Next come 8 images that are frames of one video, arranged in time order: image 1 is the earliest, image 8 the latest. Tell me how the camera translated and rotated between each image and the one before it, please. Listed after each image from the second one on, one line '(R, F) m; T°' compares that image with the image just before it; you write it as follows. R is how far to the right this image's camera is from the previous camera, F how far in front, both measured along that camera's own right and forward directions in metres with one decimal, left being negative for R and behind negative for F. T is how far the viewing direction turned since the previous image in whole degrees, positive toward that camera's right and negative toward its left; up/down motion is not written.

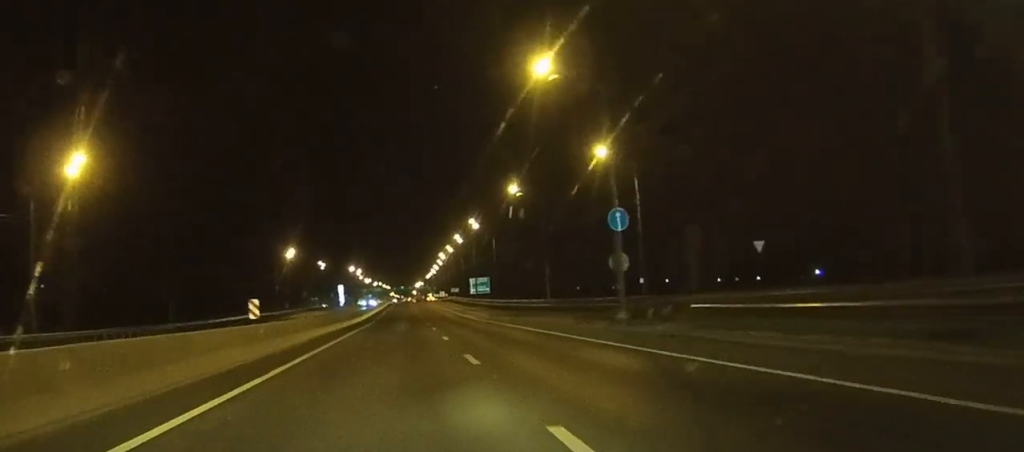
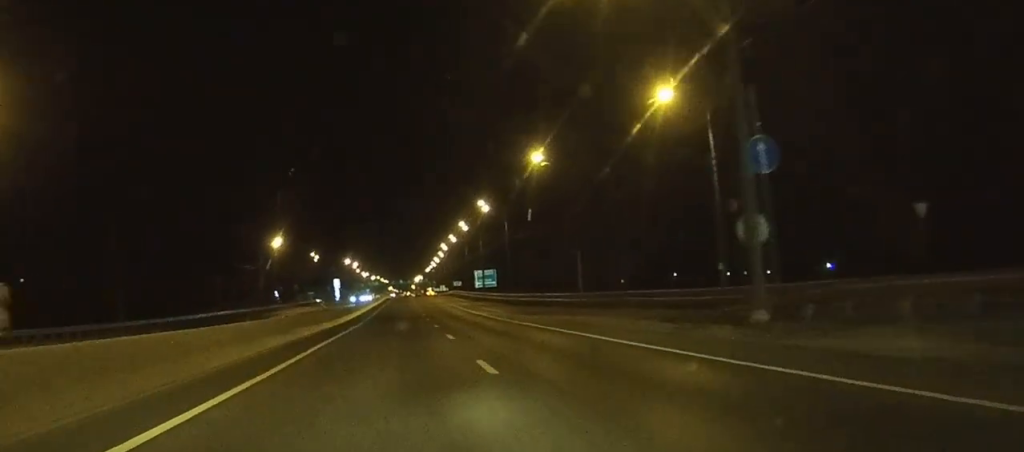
(0.0, +15.0) m; 0°
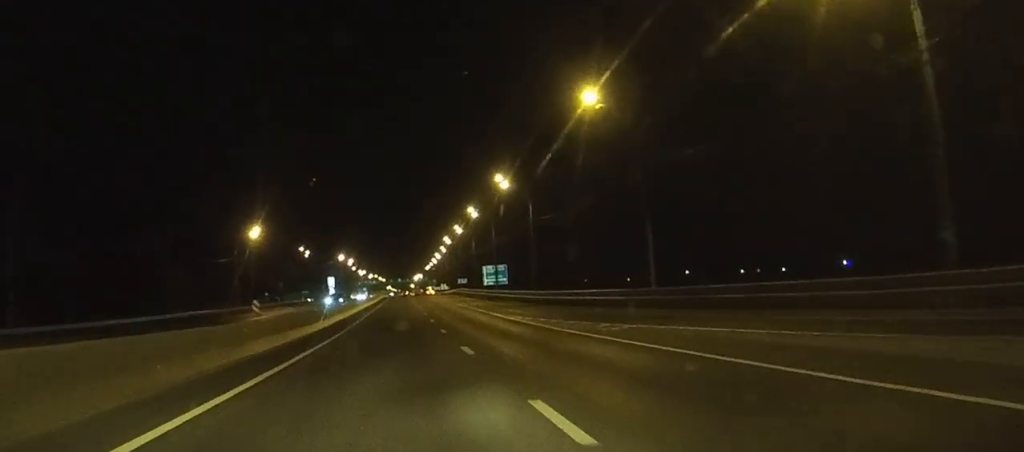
(0.0, +19.7) m; 0°
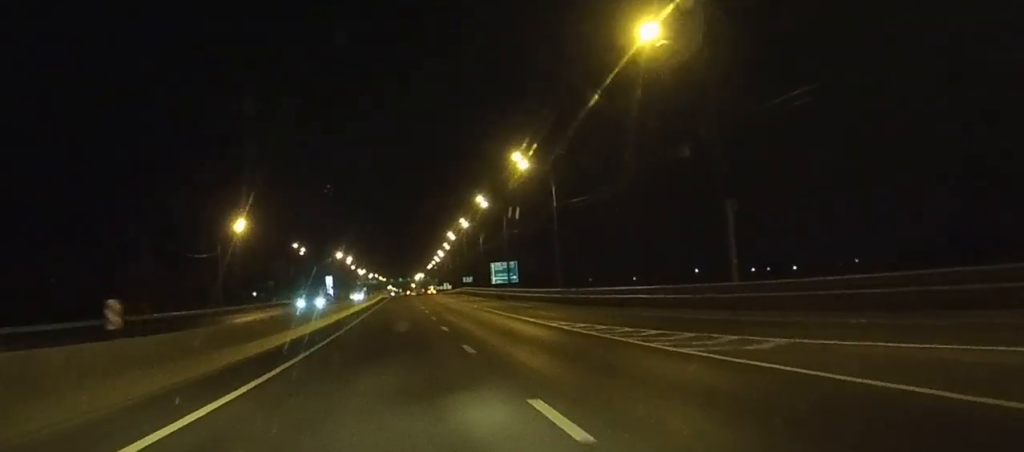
(0.0, +11.8) m; 0°
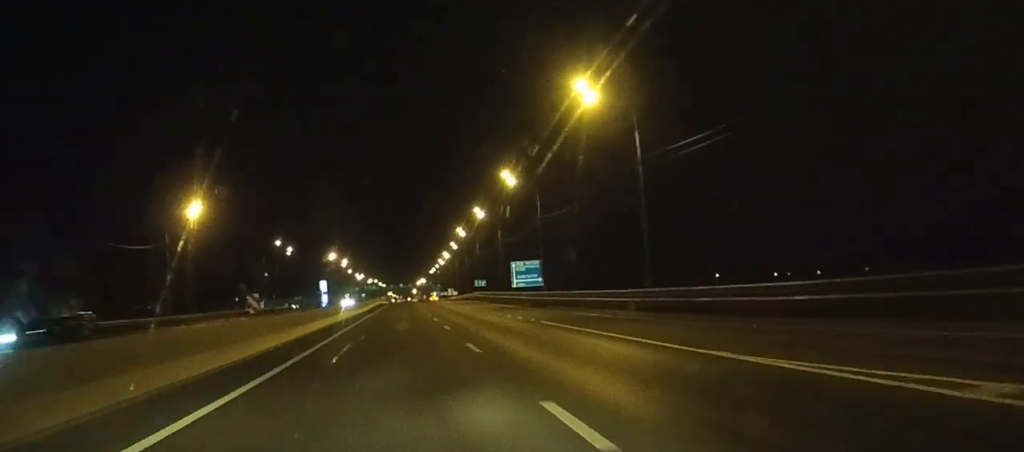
(0.0, +24.4) m; 0°
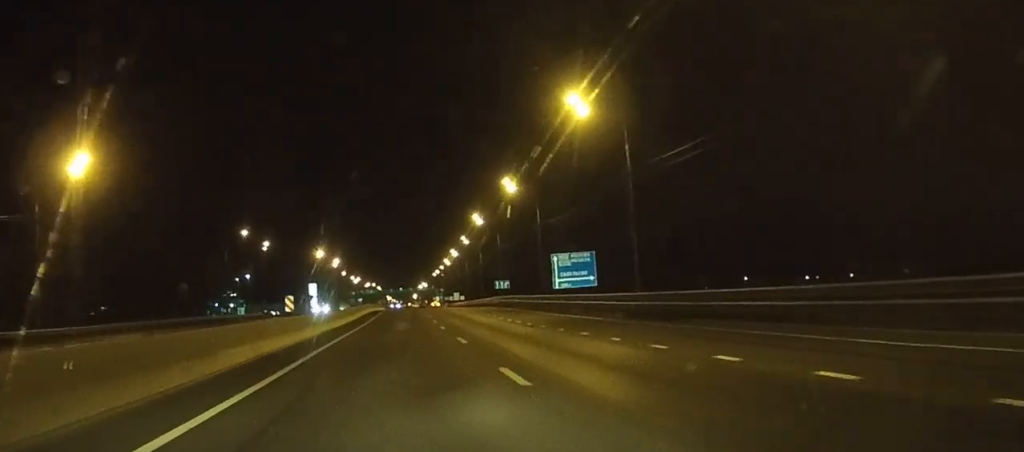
(-0.1, +30.6) m; 0°
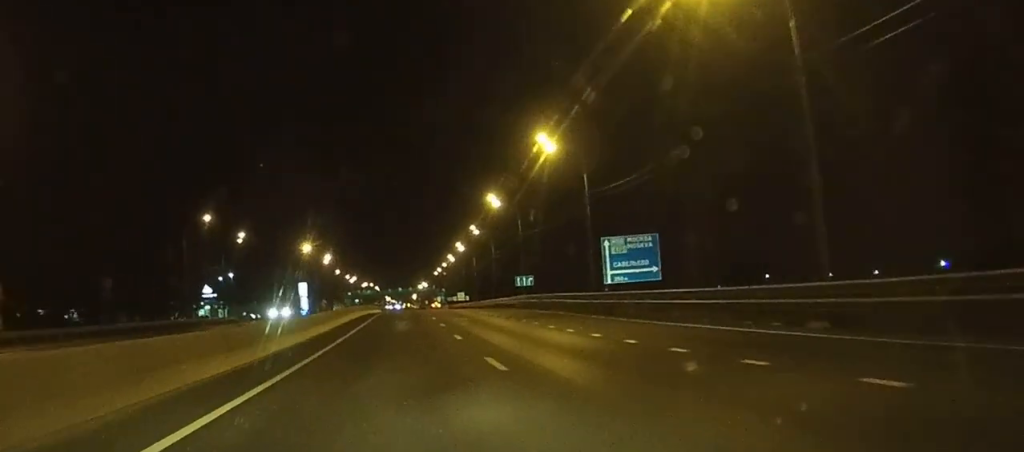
(+0.1, +21.1) m; 0°
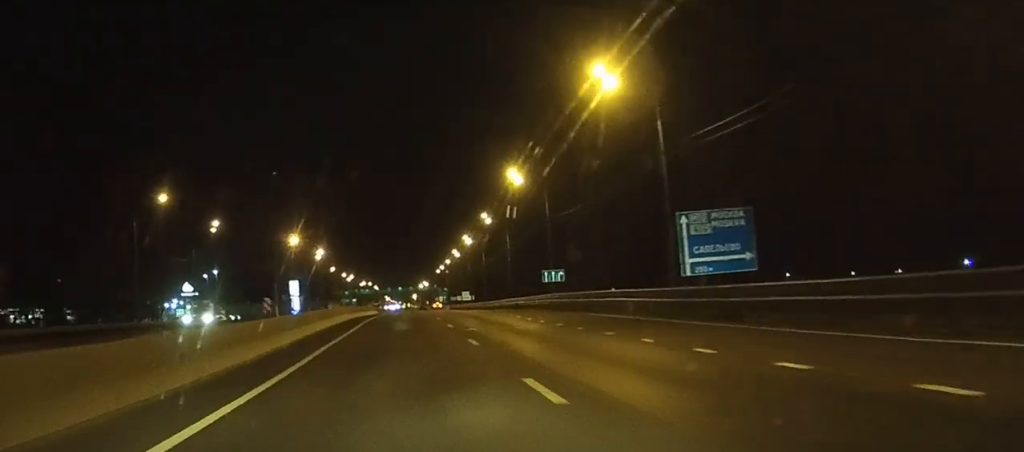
(0.0, +17.2) m; 0°
